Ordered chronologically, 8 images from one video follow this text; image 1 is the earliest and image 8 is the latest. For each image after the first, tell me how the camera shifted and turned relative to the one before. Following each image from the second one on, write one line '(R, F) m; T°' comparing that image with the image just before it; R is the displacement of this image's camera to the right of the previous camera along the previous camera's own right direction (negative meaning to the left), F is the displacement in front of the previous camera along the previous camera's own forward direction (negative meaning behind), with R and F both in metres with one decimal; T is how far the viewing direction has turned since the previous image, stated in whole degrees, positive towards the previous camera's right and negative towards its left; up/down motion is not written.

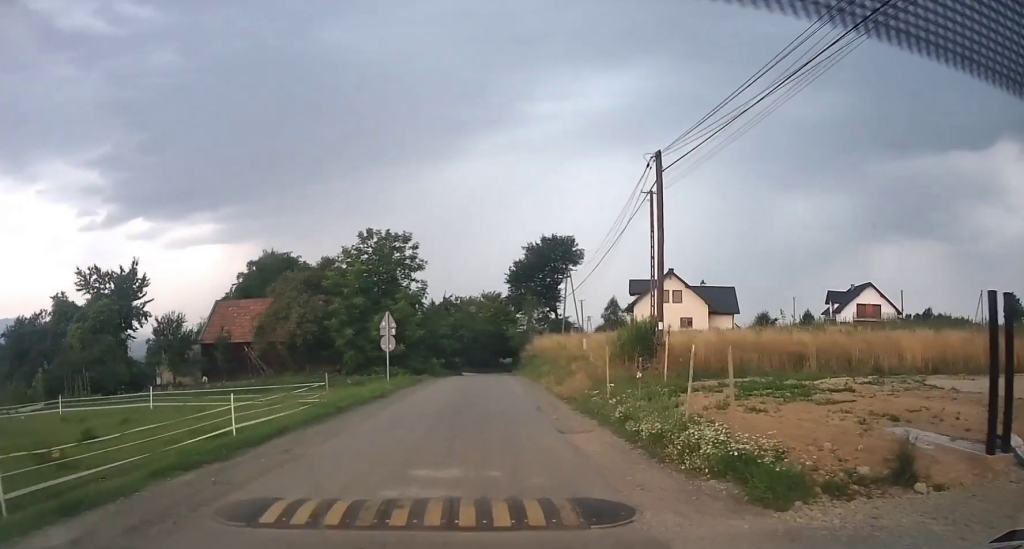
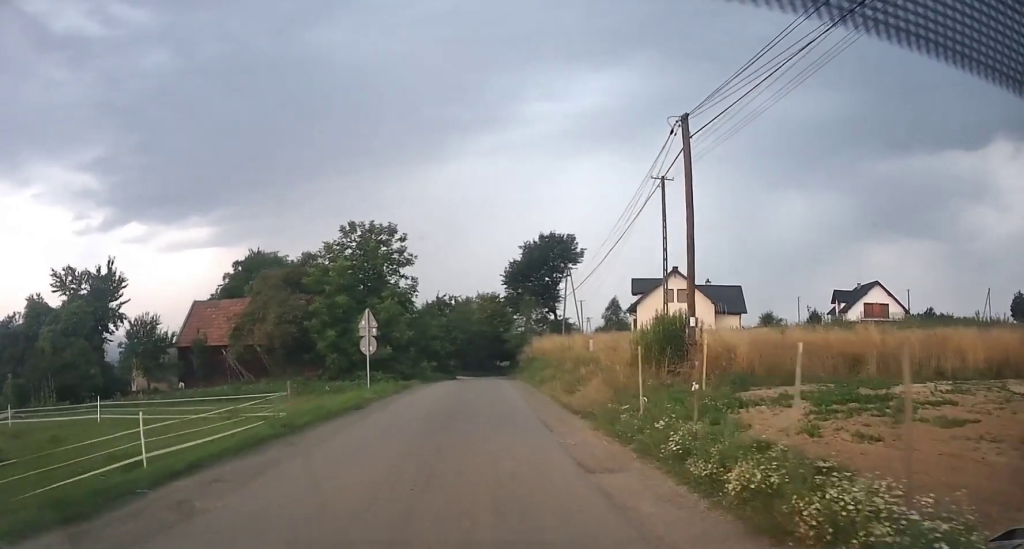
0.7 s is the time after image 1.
(0.0, +4.3) m; 0°
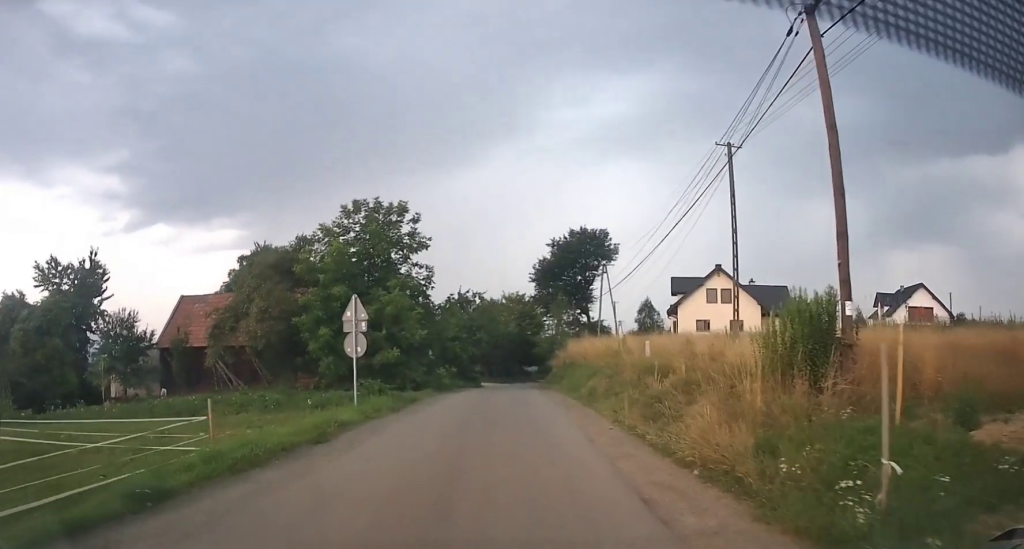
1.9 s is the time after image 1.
(0.0, +8.3) m; -1°
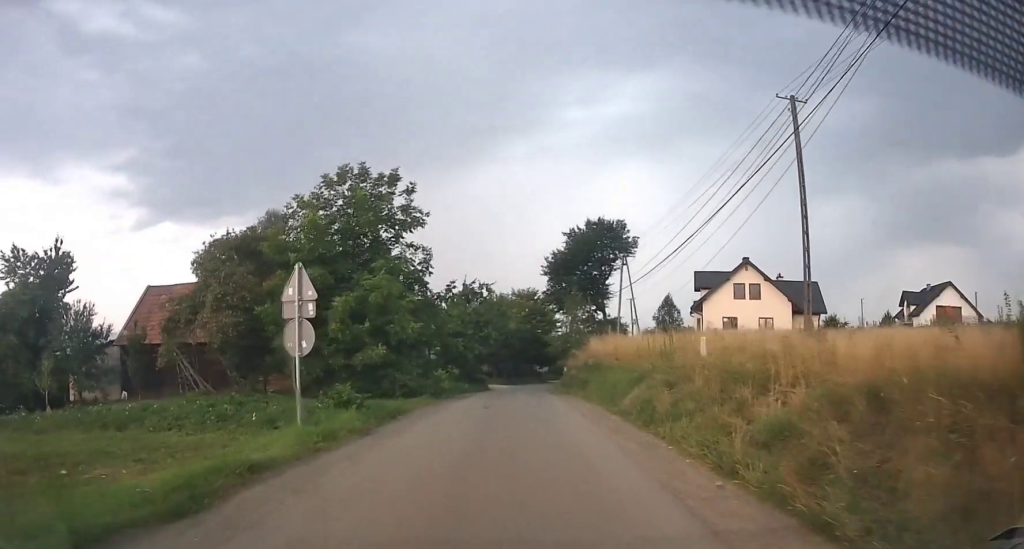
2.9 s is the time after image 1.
(-0.1, +7.2) m; +1°
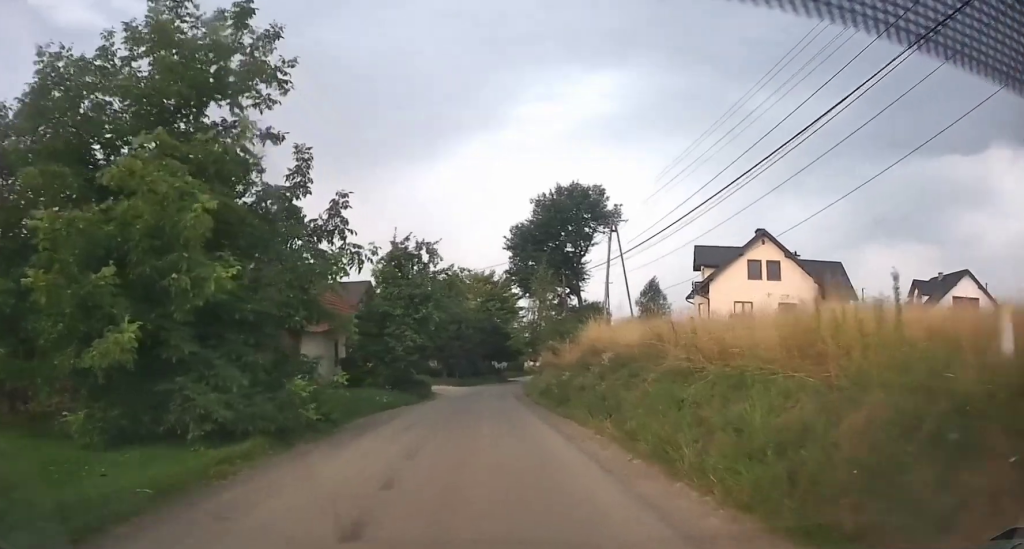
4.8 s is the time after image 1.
(+0.8, +14.7) m; +5°
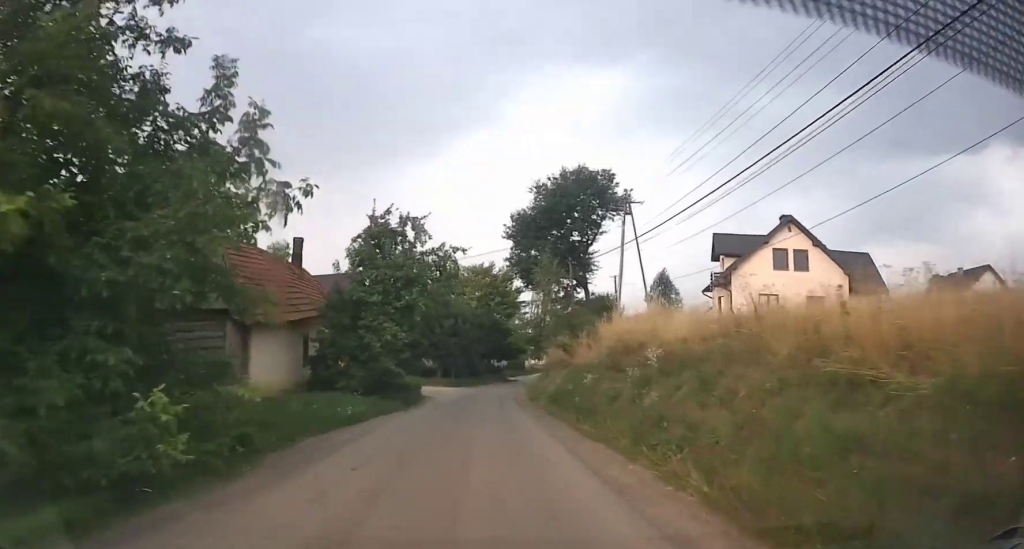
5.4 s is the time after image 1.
(+0.1, +5.2) m; 0°
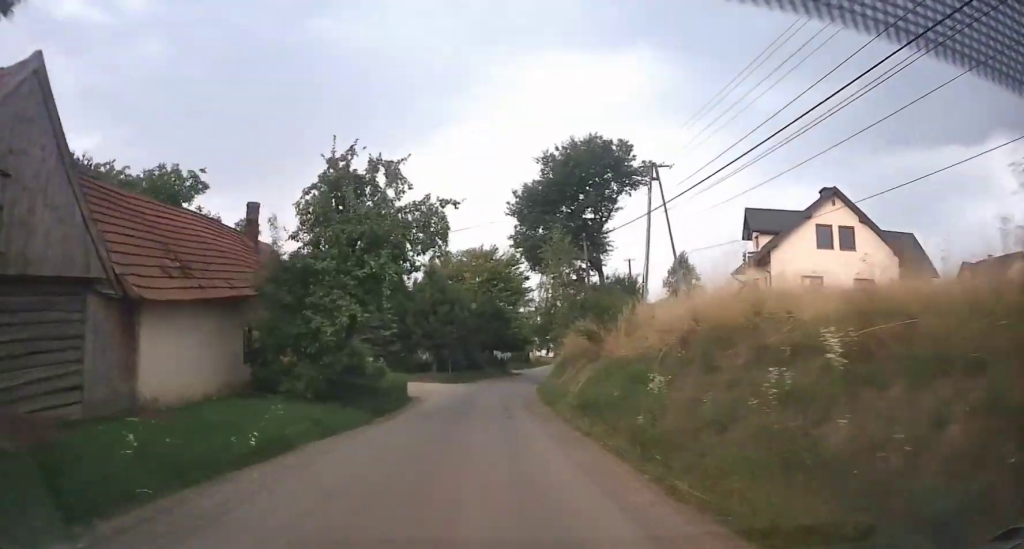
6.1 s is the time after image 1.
(-0.1, +6.0) m; 0°
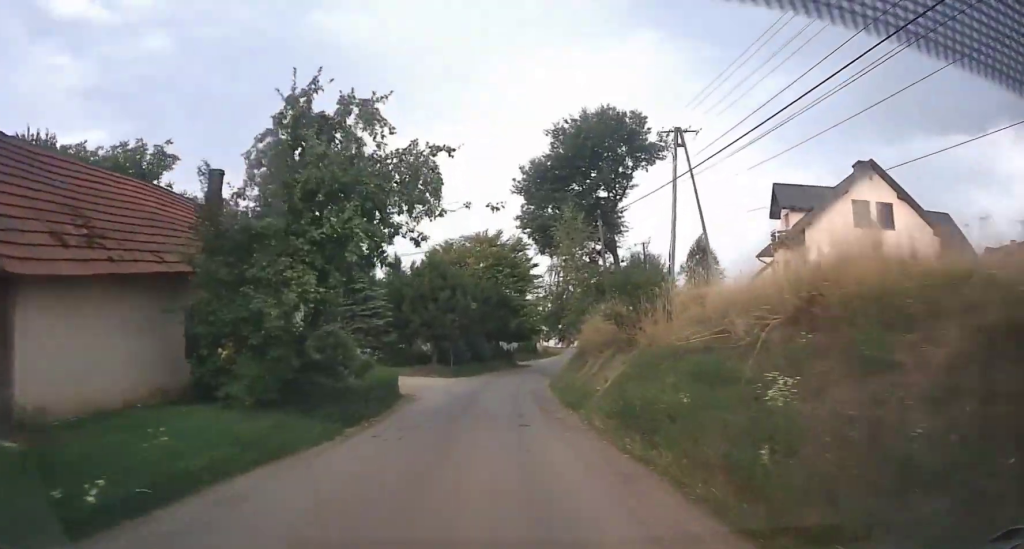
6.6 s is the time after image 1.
(0.0, +4.1) m; 0°
